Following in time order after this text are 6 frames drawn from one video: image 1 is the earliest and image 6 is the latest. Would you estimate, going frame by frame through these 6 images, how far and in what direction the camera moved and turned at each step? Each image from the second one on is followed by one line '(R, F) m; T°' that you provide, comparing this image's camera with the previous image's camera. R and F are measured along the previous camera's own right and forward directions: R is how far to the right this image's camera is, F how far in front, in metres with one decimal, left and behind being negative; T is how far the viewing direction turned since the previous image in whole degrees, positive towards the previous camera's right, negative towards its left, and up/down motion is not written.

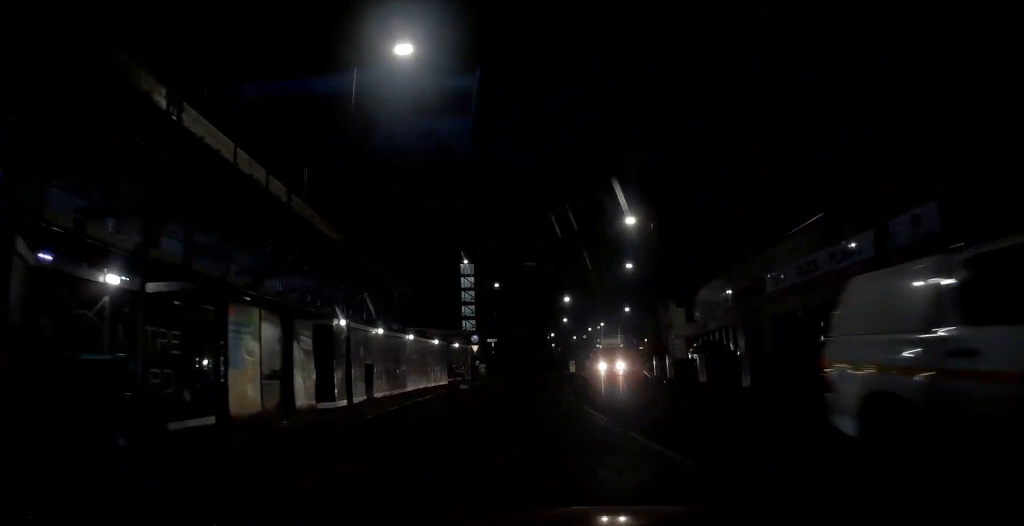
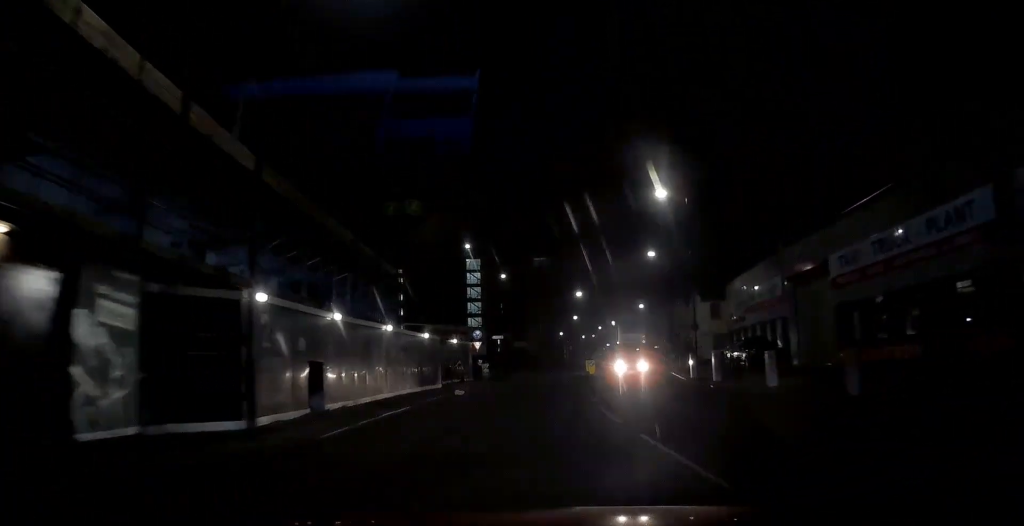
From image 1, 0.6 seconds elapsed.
(0.0, +6.6) m; -1°
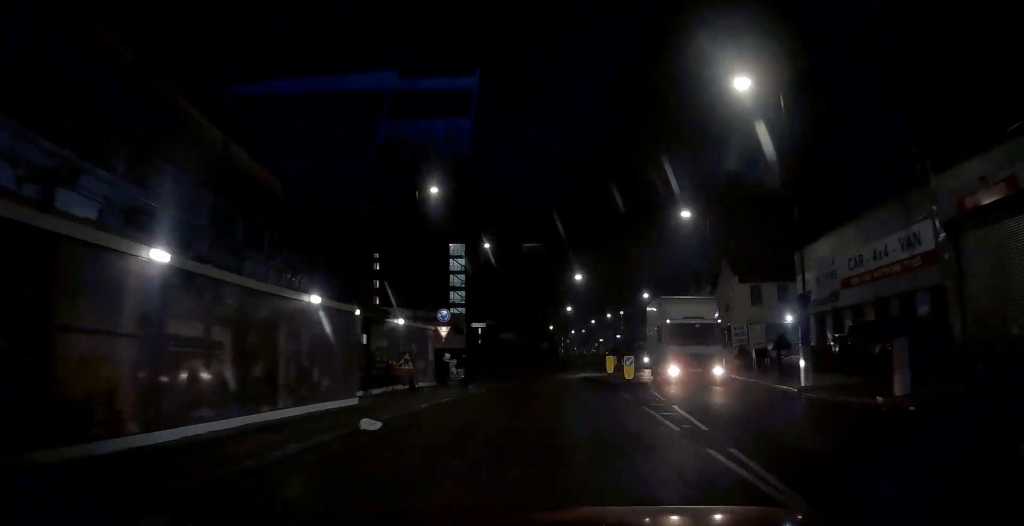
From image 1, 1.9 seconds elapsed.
(-0.2, +14.4) m; 0°
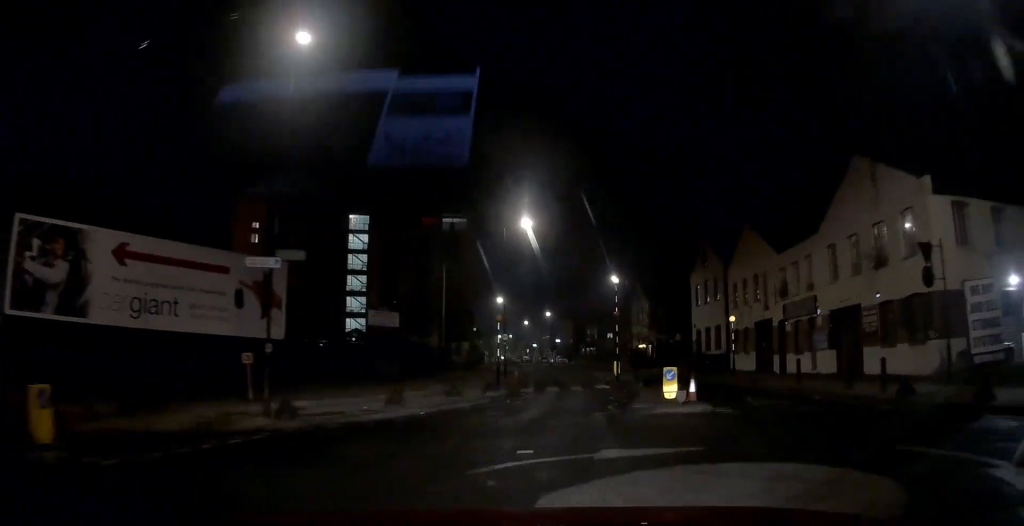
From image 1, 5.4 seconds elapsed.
(+2.4, +33.0) m; +9°
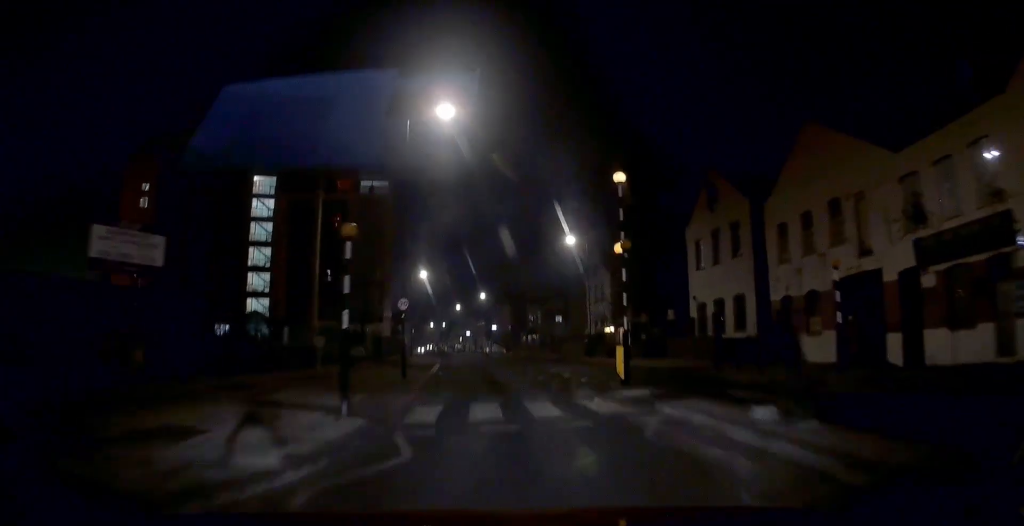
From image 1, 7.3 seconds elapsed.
(+0.1, +16.1) m; +2°
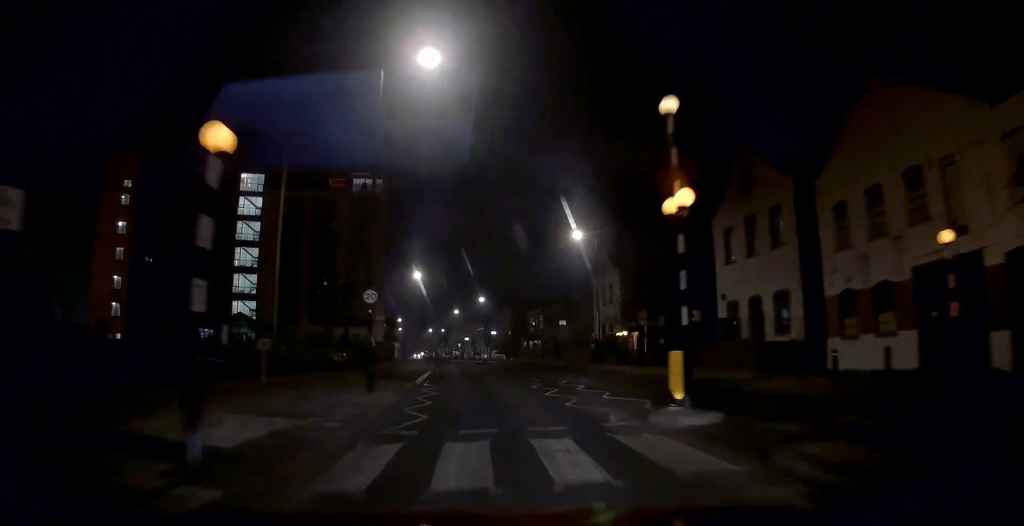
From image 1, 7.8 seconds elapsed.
(0.0, +4.9) m; +1°
